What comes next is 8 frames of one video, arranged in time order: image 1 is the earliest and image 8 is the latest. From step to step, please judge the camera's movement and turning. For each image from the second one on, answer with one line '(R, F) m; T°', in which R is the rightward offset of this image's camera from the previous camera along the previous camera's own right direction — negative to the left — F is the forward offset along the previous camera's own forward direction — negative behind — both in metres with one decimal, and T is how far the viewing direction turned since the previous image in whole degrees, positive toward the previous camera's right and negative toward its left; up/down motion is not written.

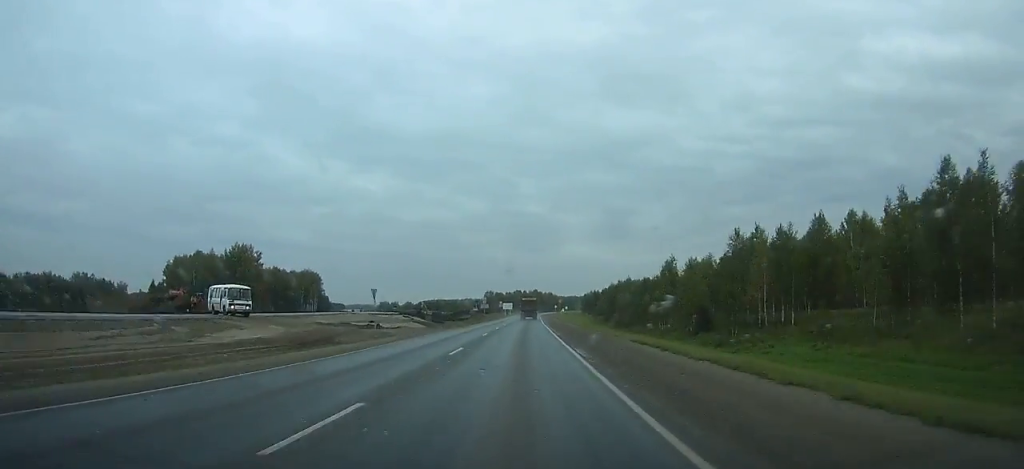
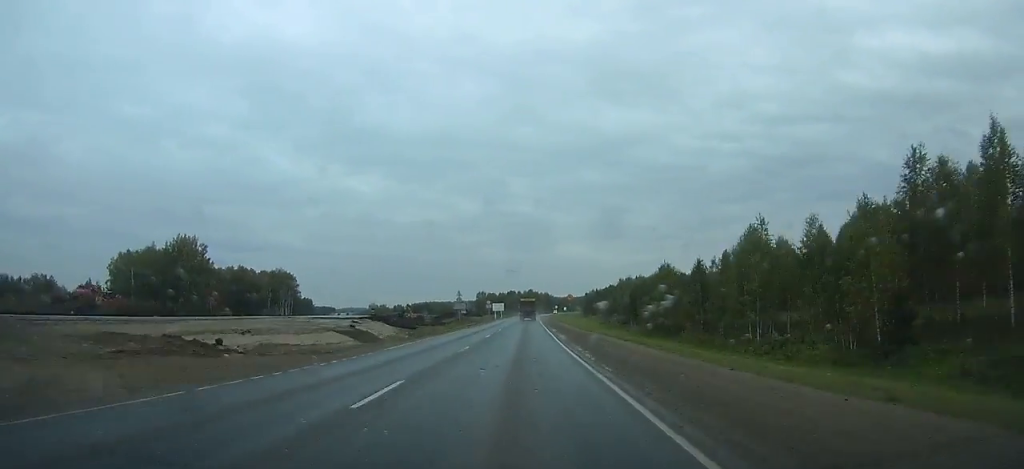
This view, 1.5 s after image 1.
(+0.4, +32.4) m; +1°
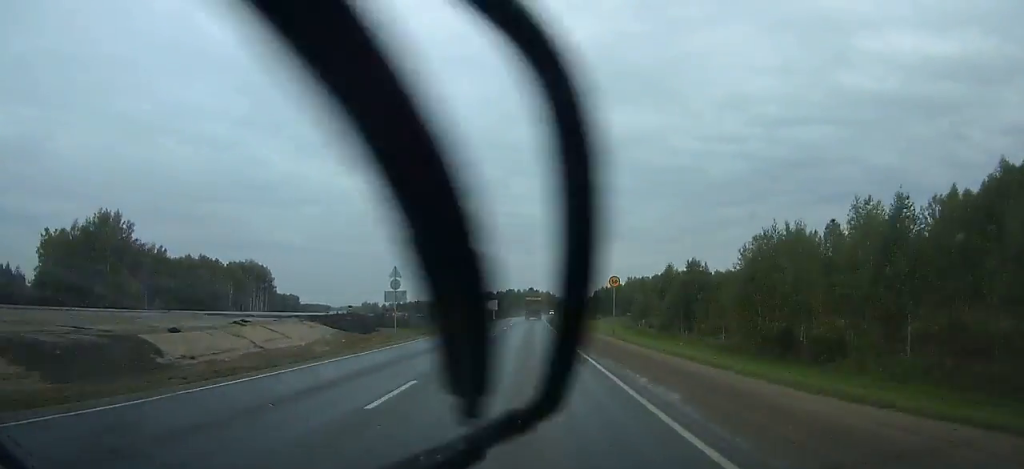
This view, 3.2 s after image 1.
(+0.2, +36.7) m; +1°
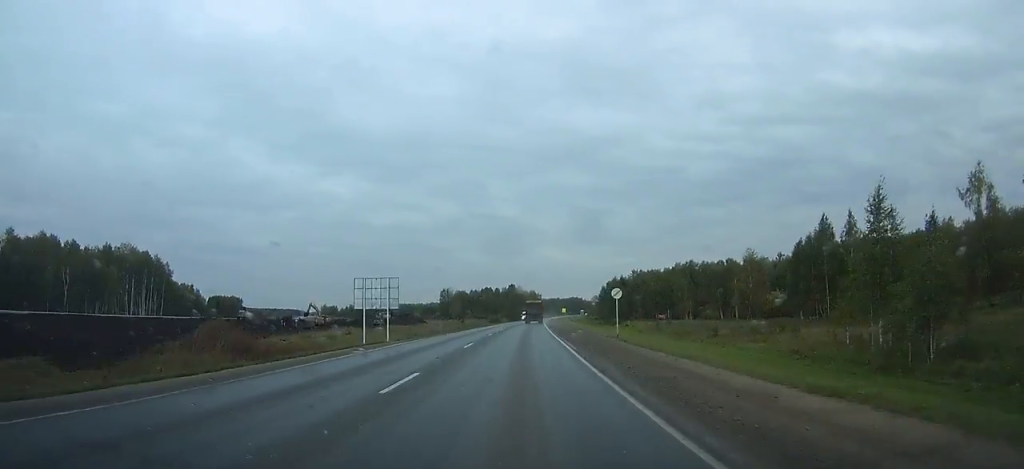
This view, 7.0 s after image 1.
(+0.8, +82.2) m; +1°
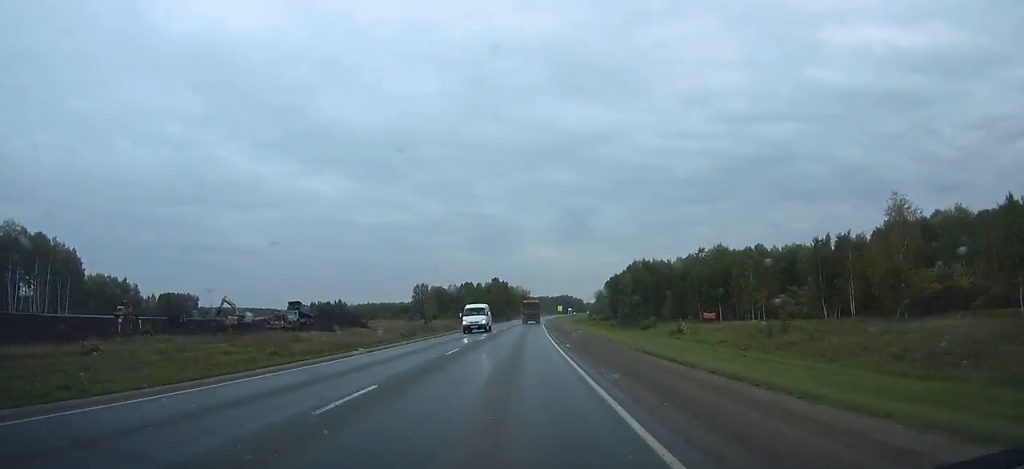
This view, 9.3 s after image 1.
(+0.5, +49.6) m; +1°
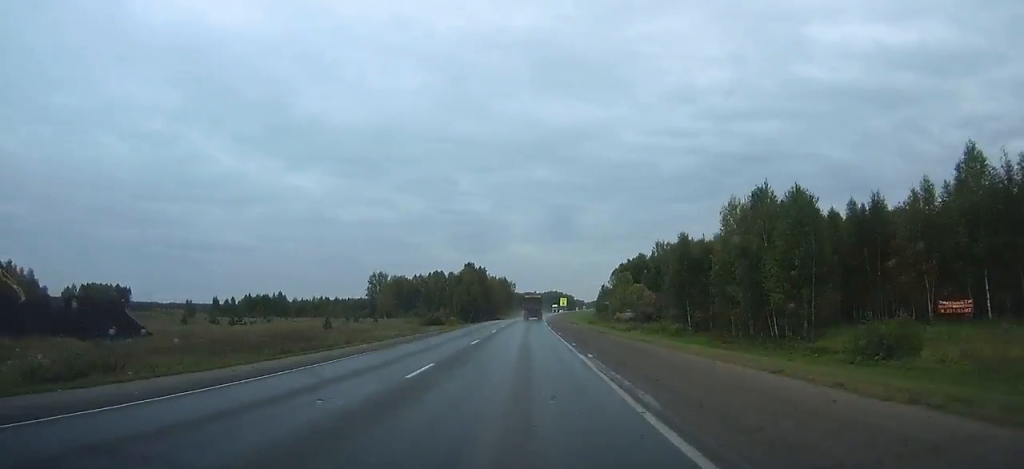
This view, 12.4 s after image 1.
(+0.8, +66.3) m; +1°
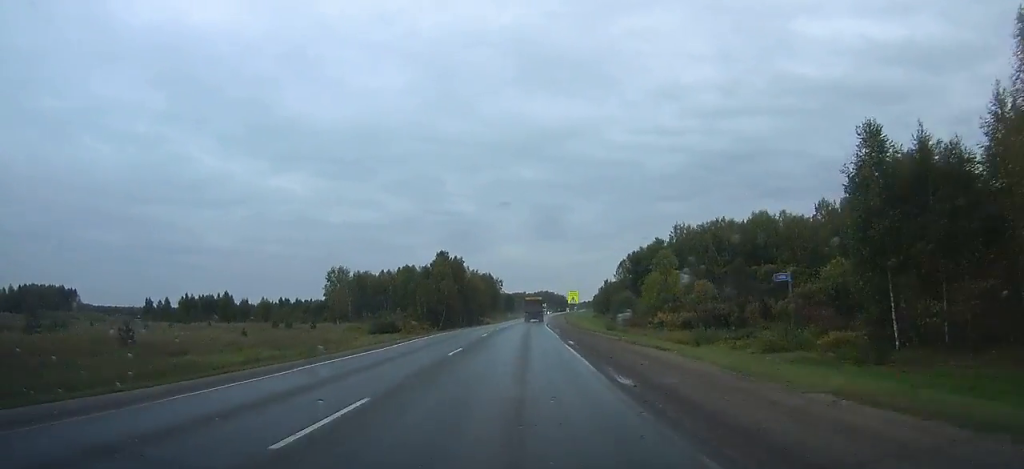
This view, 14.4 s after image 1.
(0.0, +42.3) m; +1°
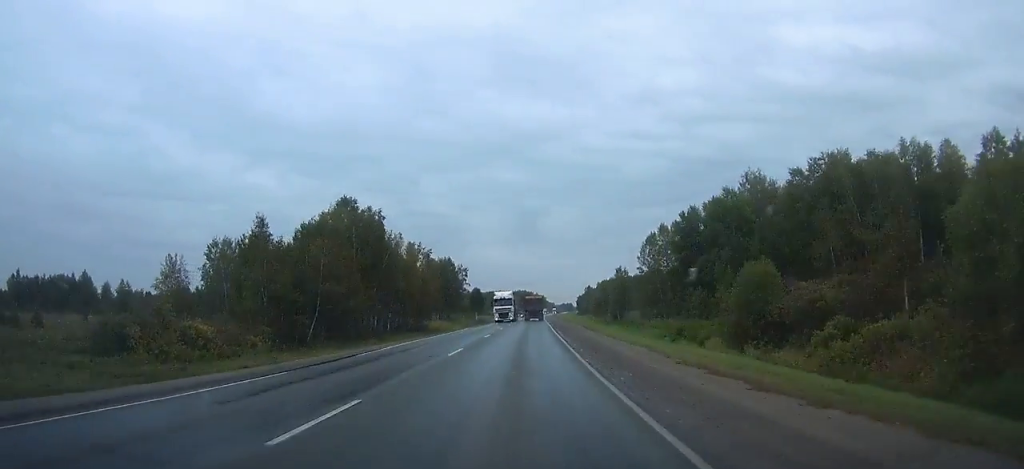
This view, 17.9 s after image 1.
(+1.5, +72.2) m; +2°
